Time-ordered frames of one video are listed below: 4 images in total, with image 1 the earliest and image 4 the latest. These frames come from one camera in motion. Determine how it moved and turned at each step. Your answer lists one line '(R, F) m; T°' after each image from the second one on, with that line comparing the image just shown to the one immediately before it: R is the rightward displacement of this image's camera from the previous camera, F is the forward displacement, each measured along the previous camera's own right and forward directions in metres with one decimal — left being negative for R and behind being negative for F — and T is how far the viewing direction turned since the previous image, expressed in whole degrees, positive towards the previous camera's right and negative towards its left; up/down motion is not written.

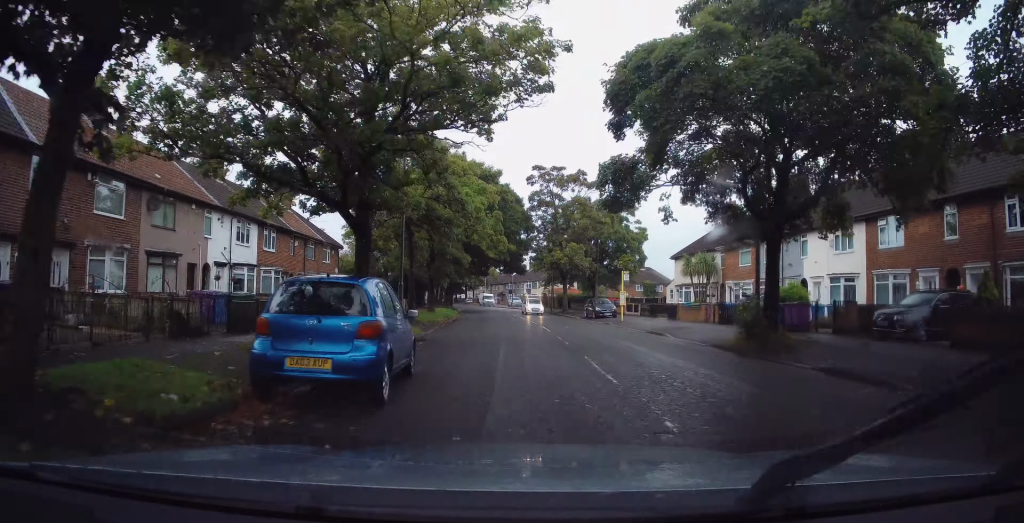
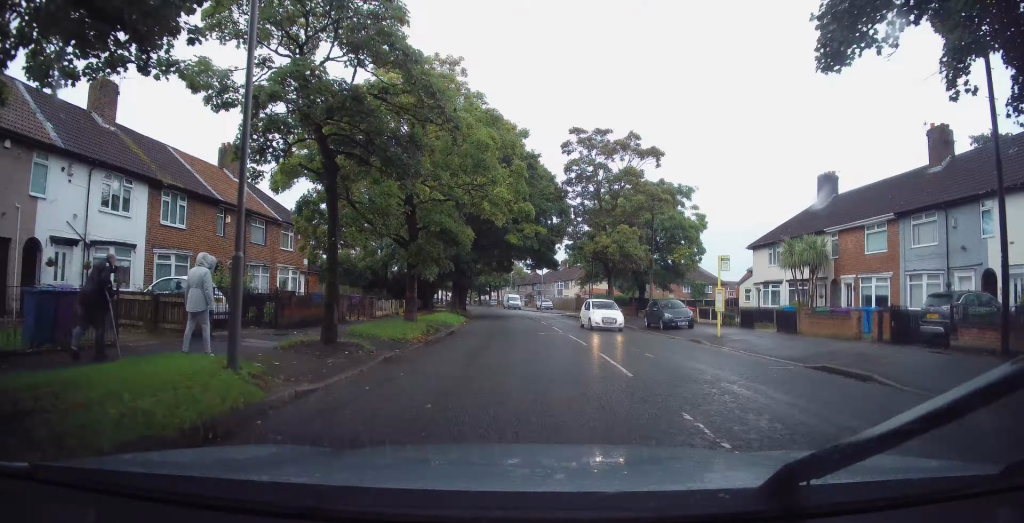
(-0.5, +13.0) m; -3°
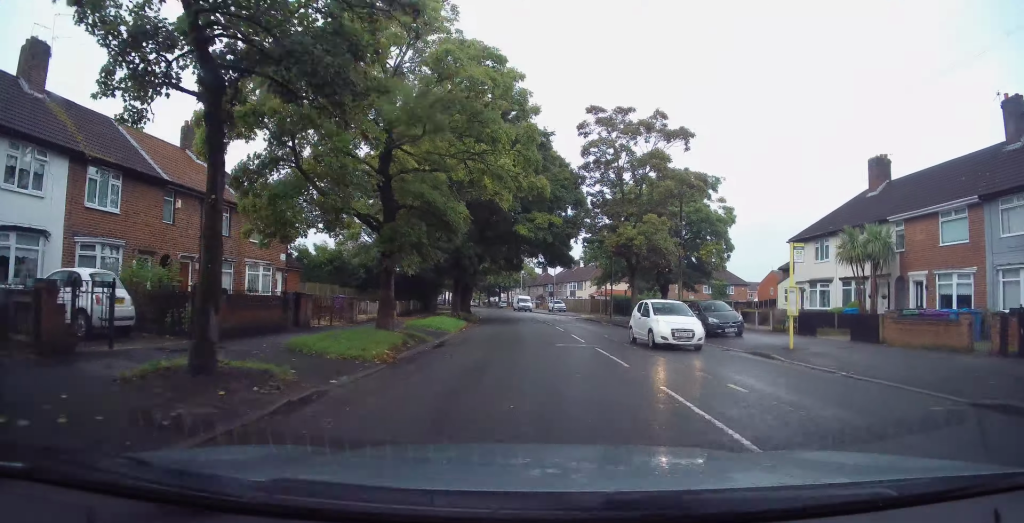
(-0.1, +5.3) m; -1°
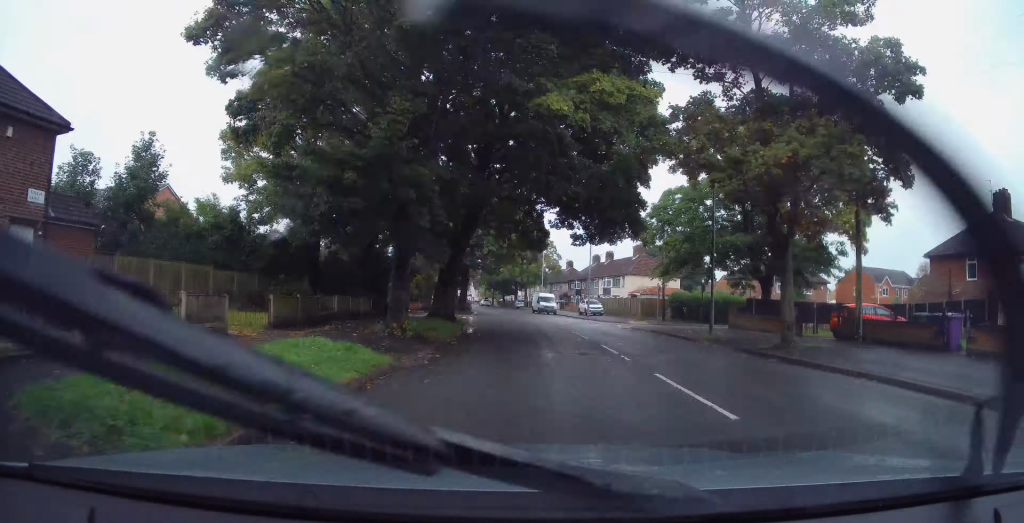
(+0.3, +19.4) m; 0°
